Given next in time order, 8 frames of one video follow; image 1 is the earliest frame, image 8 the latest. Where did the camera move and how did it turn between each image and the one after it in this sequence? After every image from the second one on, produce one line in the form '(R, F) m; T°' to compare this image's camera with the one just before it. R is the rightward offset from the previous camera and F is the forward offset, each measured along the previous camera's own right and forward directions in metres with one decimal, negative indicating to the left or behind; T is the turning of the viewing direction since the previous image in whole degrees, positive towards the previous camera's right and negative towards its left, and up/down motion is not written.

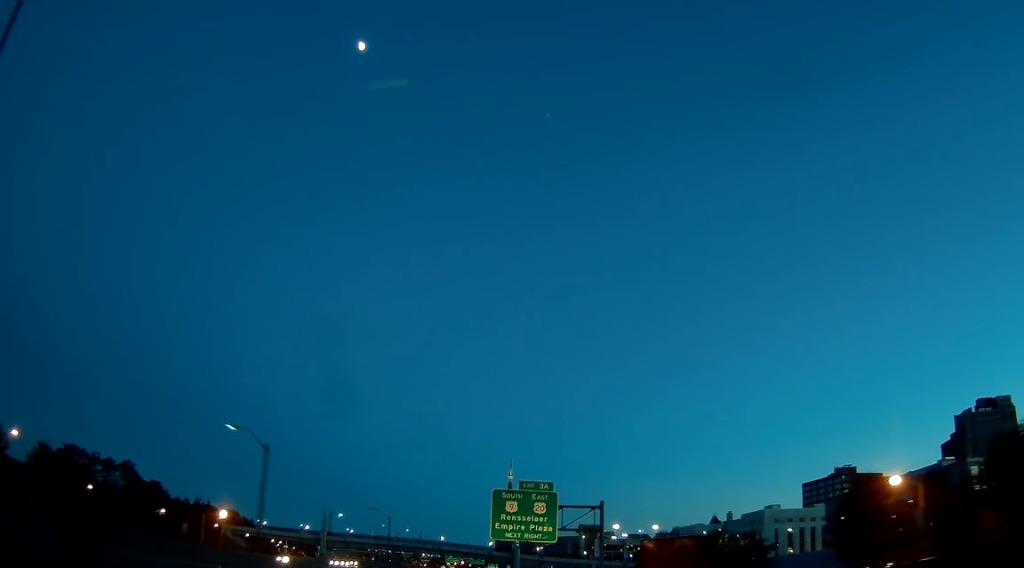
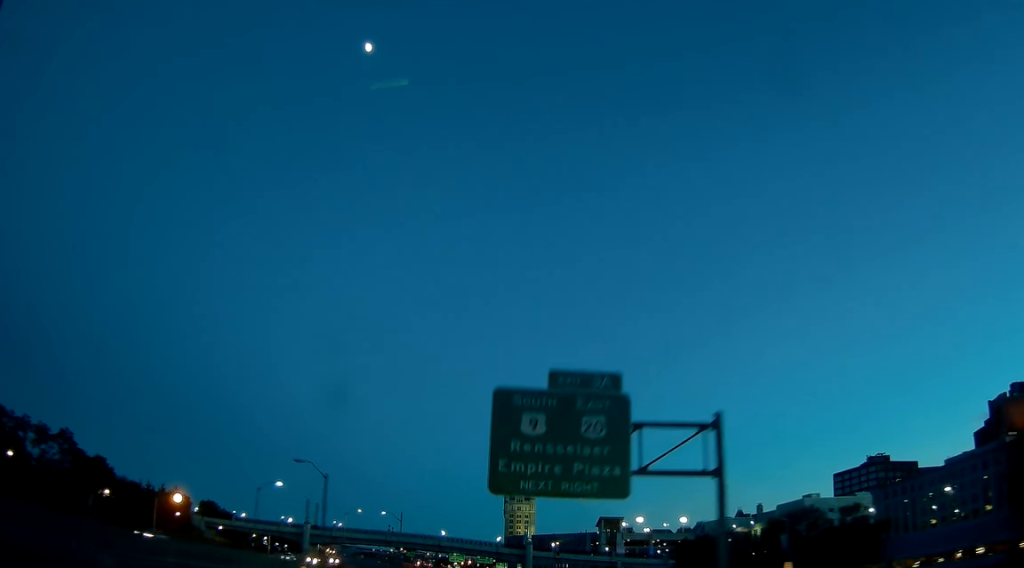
(+0.1, +26.5) m; -1°
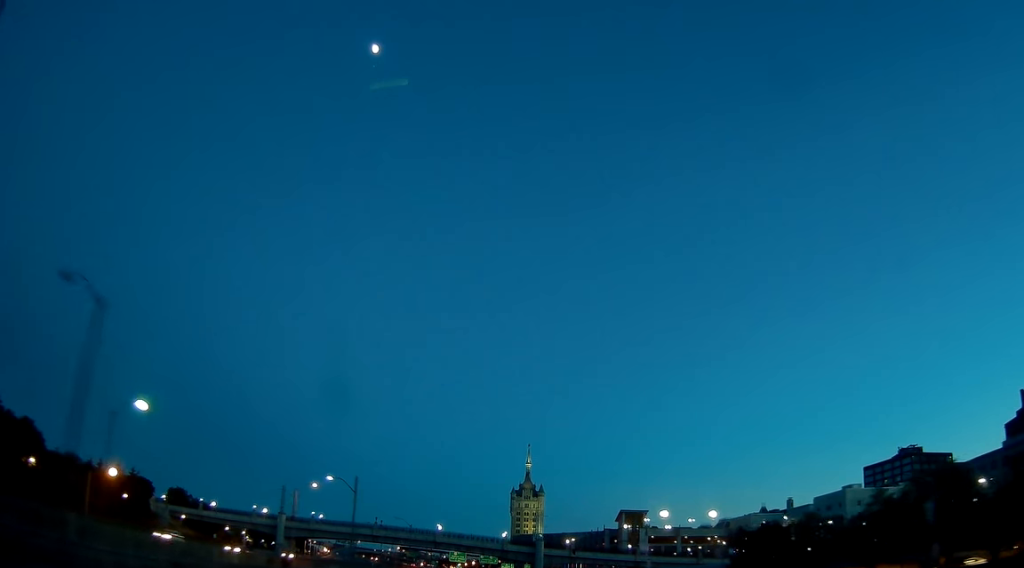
(-0.4, +25.4) m; -1°
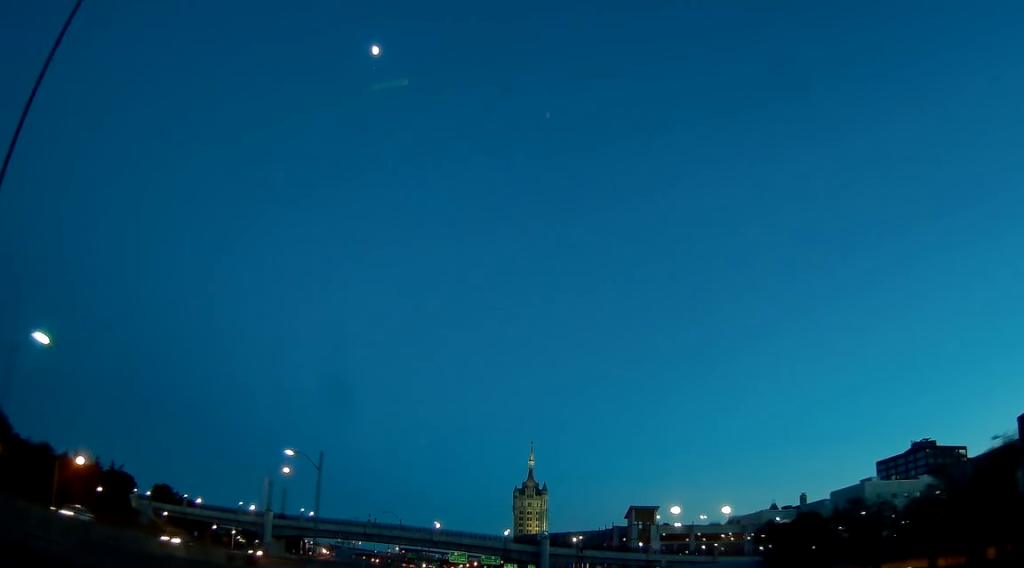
(0.0, +10.2) m; 0°
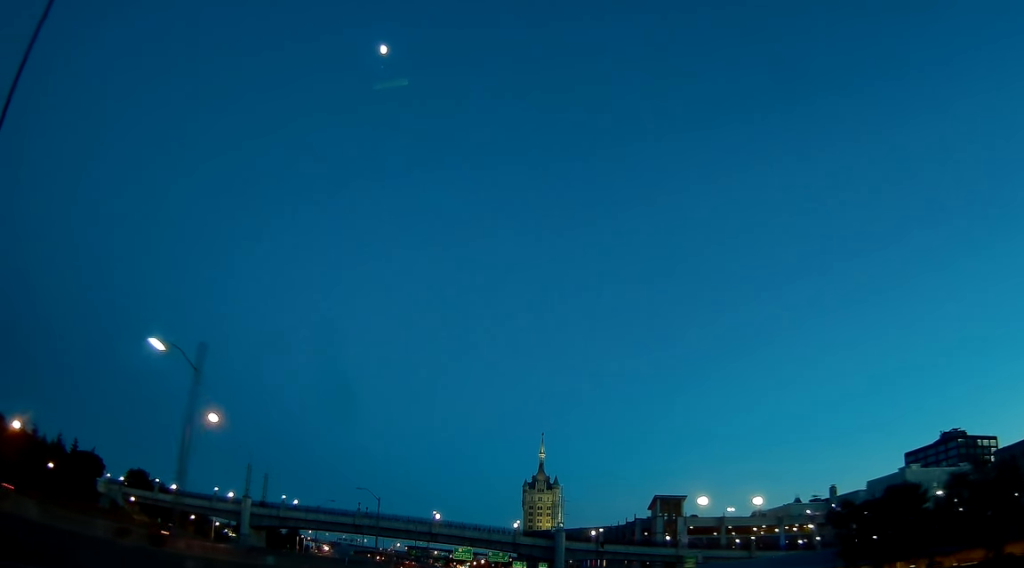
(0.0, +17.8) m; 0°
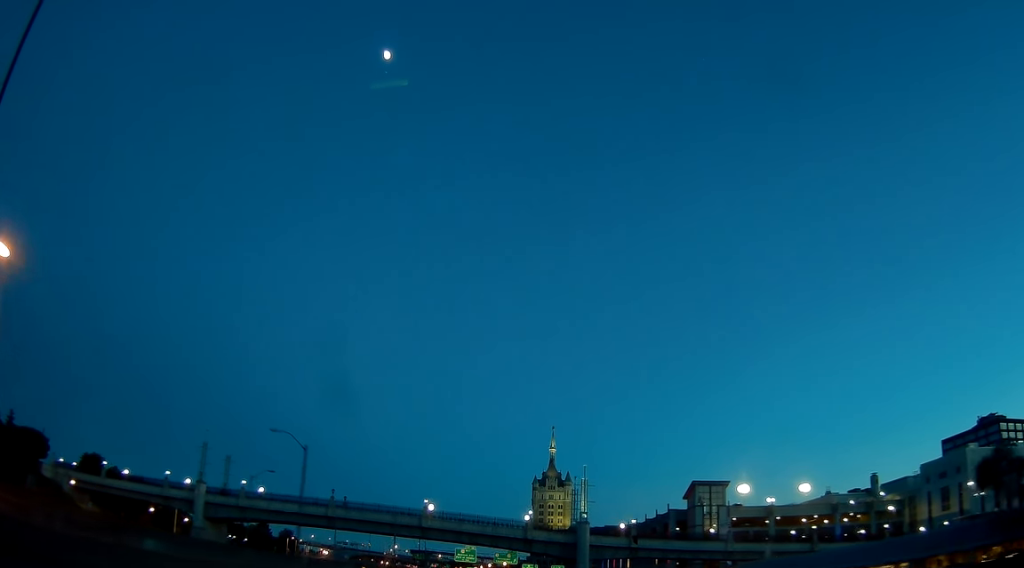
(-0.2, +23.7) m; -1°
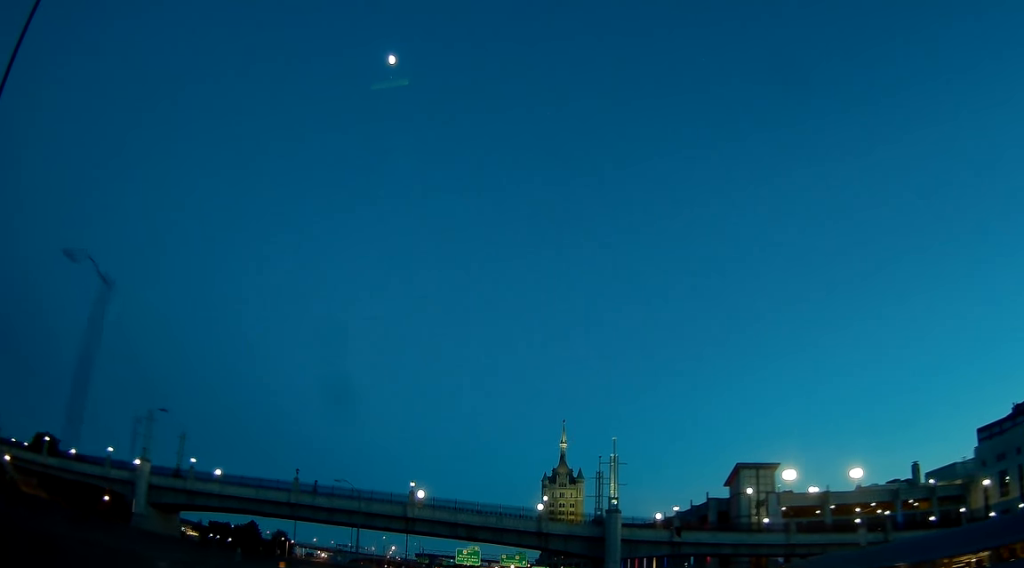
(-0.1, +20.3) m; -1°
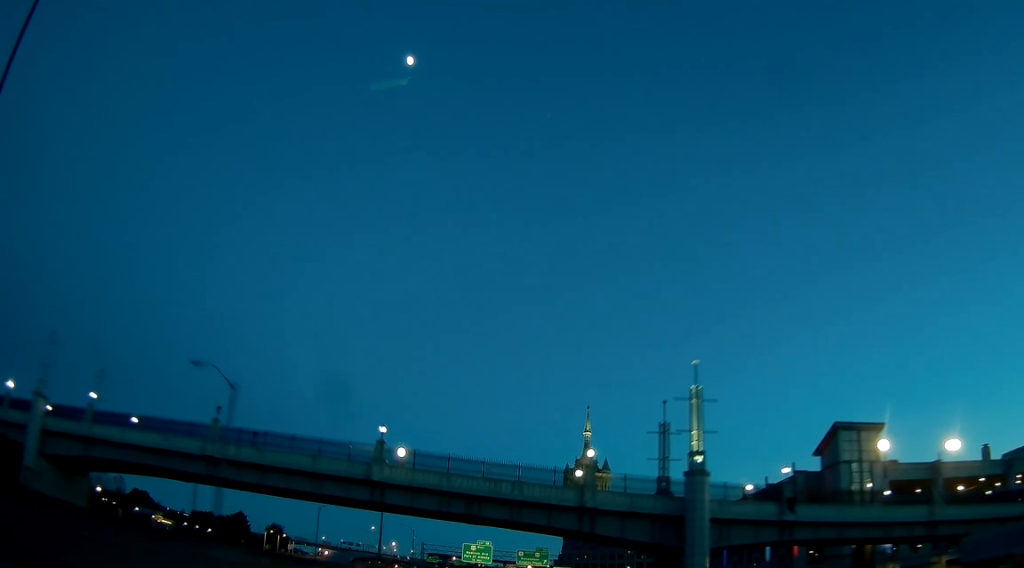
(-0.3, +28.1) m; -1°
